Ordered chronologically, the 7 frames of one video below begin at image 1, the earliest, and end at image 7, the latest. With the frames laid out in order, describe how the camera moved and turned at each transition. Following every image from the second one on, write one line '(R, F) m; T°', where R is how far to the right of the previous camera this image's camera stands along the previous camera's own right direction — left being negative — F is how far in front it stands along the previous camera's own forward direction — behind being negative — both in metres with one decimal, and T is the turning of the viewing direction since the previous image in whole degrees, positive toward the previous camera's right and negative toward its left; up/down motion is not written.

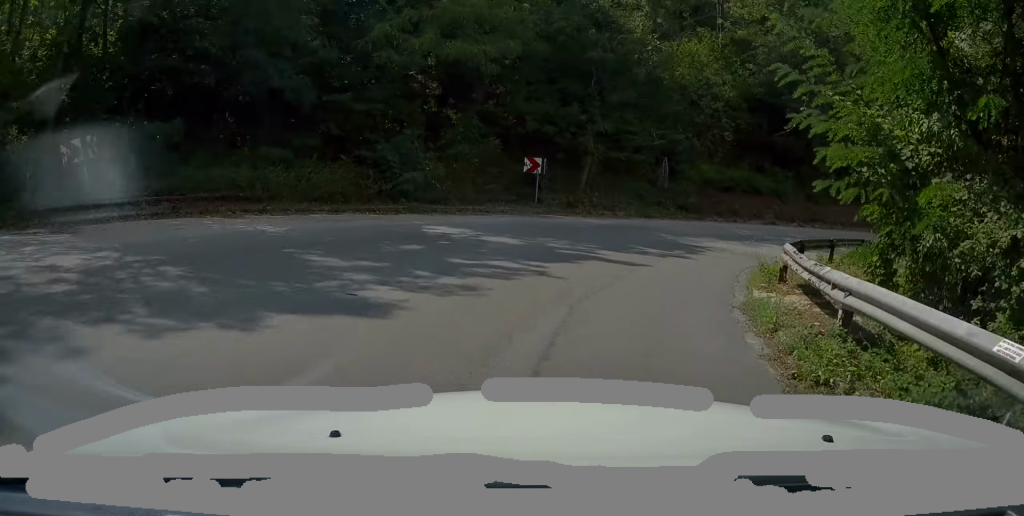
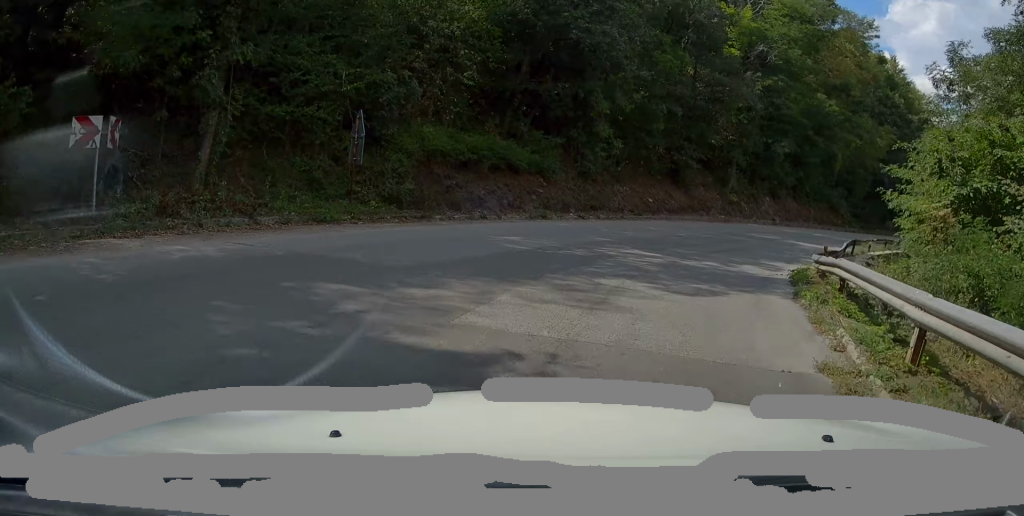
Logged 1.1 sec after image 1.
(+2.6, +12.3) m; +26°
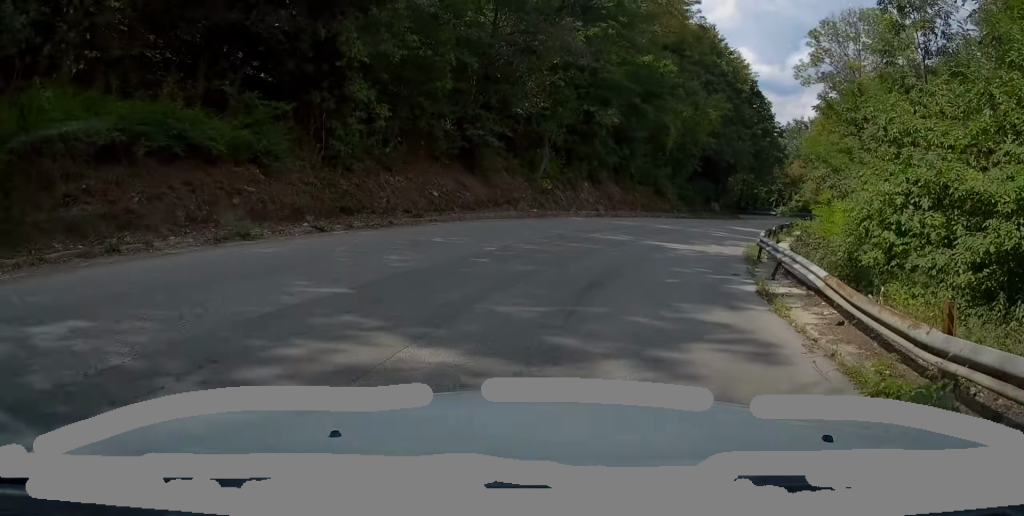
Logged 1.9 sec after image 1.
(+1.4, +8.5) m; +17°
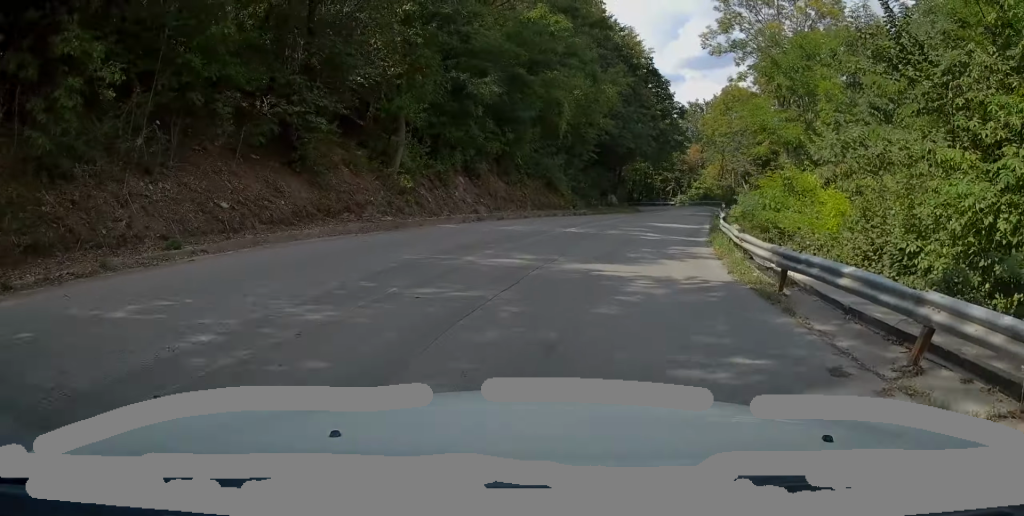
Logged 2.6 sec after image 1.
(+1.0, +7.3) m; +10°
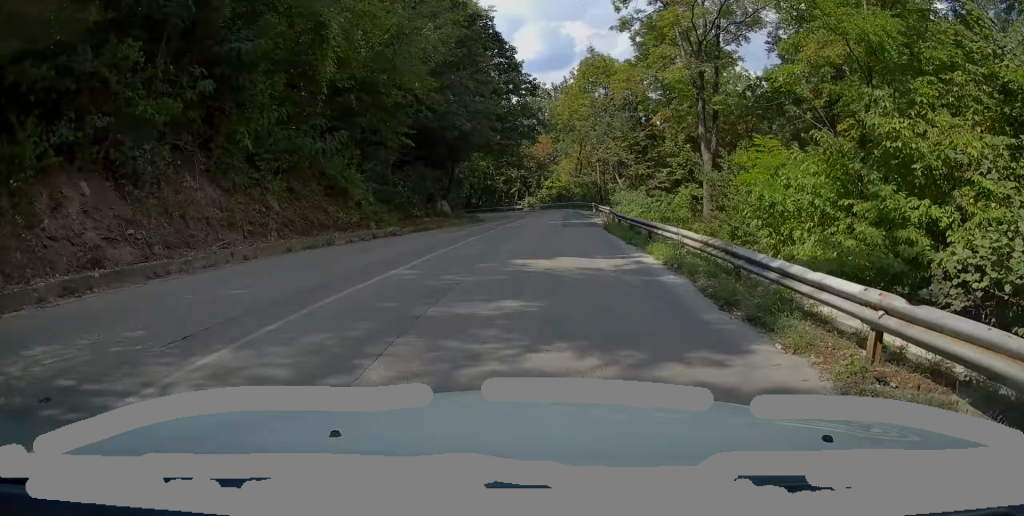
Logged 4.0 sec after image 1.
(+1.7, +15.1) m; +13°
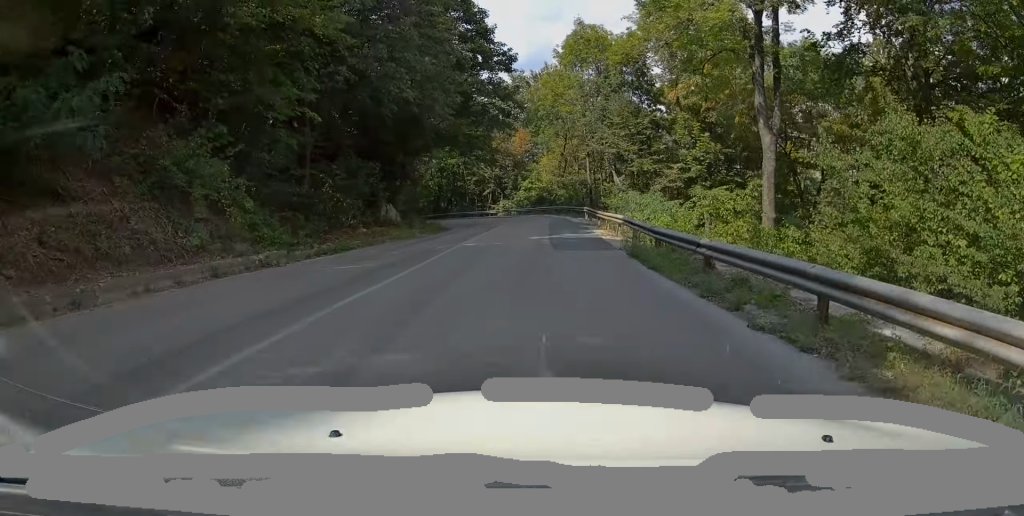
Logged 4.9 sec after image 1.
(+0.9, +10.5) m; +4°
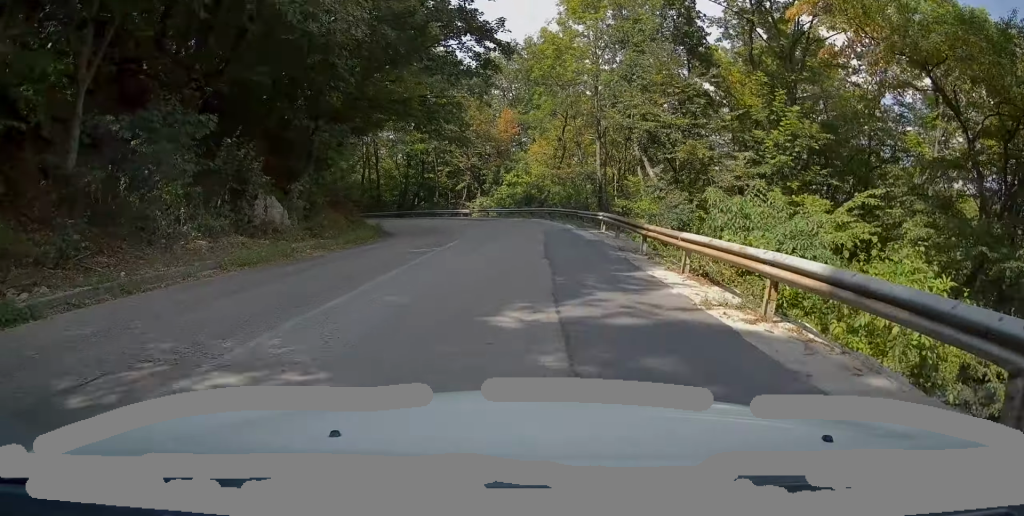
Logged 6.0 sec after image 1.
(-0.1, +14.3) m; -1°
